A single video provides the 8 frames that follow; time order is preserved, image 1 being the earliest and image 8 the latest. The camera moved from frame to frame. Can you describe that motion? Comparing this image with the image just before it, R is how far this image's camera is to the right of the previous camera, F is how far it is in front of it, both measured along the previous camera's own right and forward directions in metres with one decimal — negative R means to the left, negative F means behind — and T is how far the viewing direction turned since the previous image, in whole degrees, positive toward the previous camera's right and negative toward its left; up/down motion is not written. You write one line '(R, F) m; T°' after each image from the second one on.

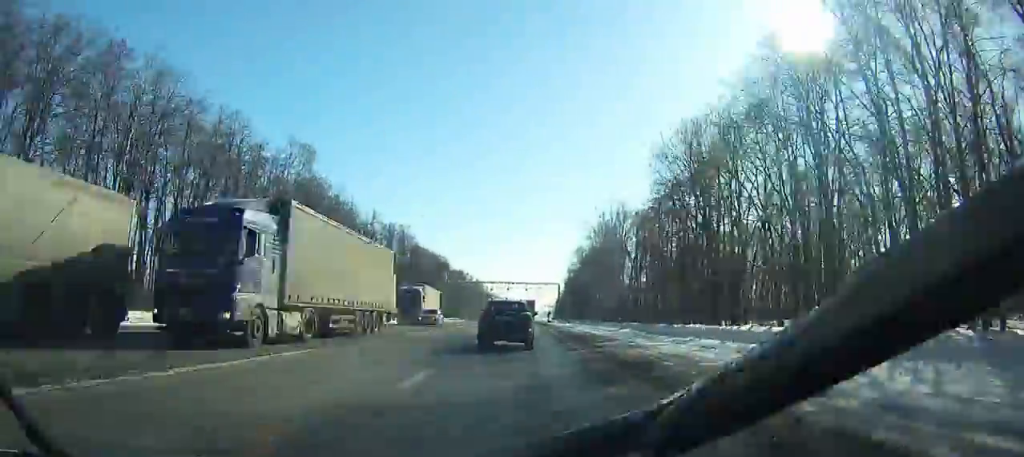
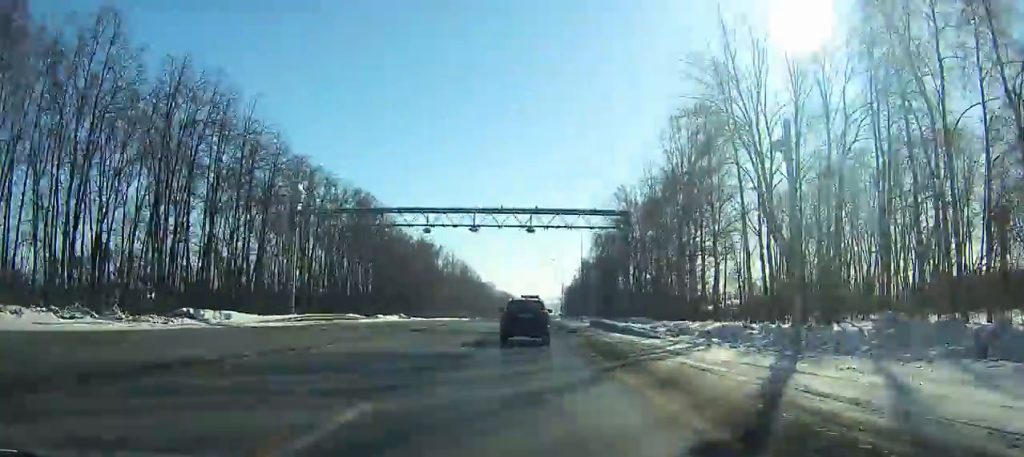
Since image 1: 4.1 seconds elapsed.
(+2.6, +86.4) m; +7°
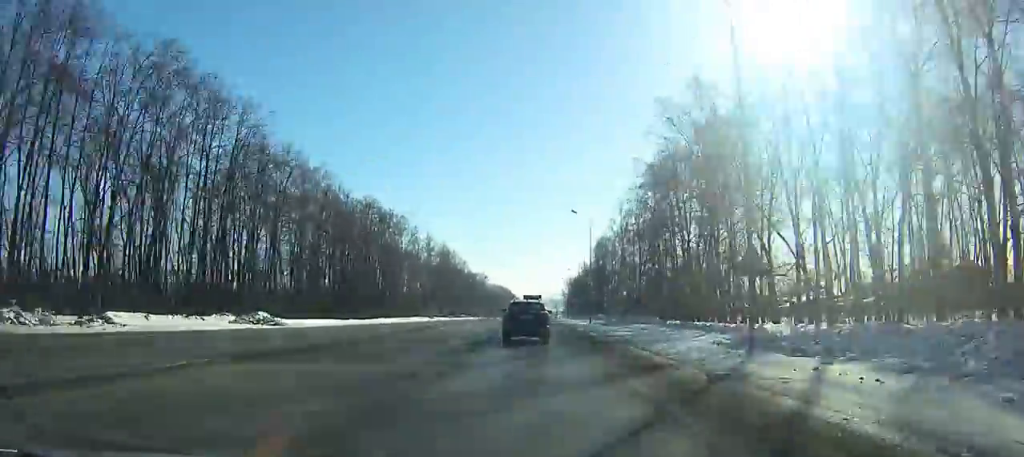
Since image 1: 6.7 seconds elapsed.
(+4.0, +54.2) m; -3°
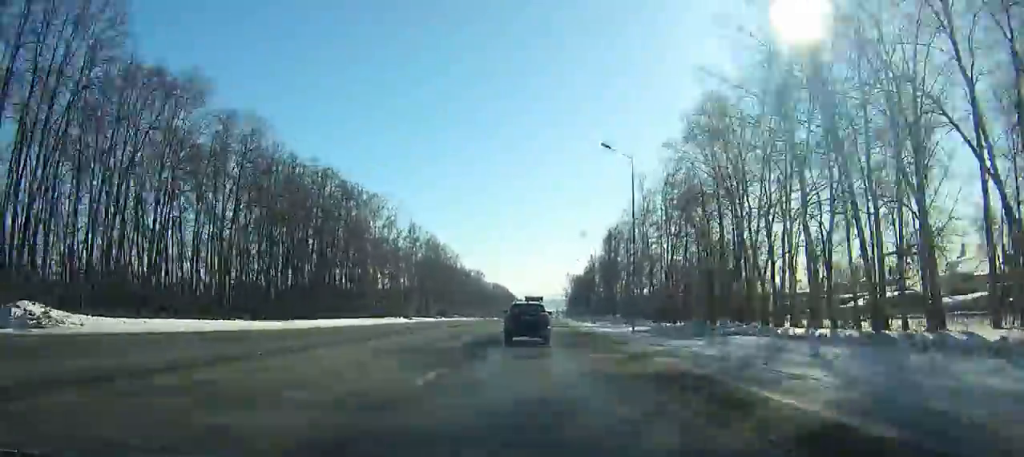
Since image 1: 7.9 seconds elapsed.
(-2.6, +25.6) m; -1°
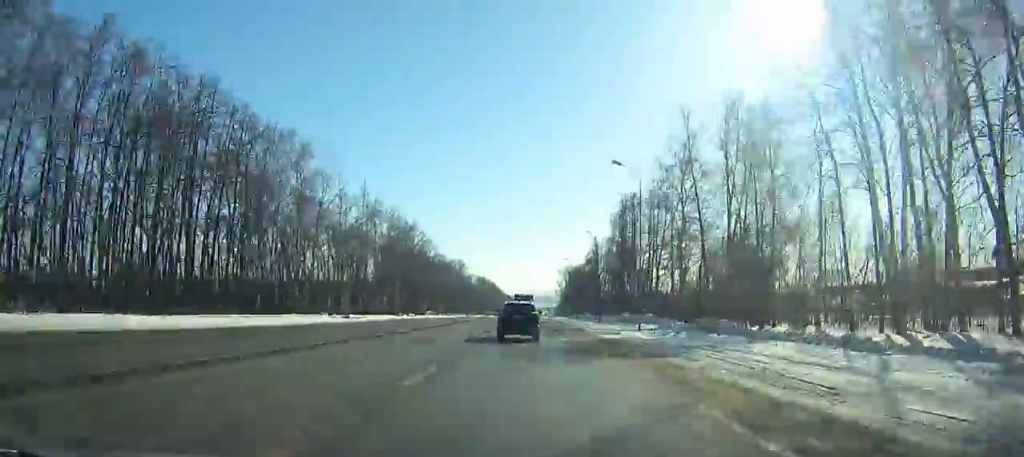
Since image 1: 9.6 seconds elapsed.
(-4.1, +36.5) m; -2°
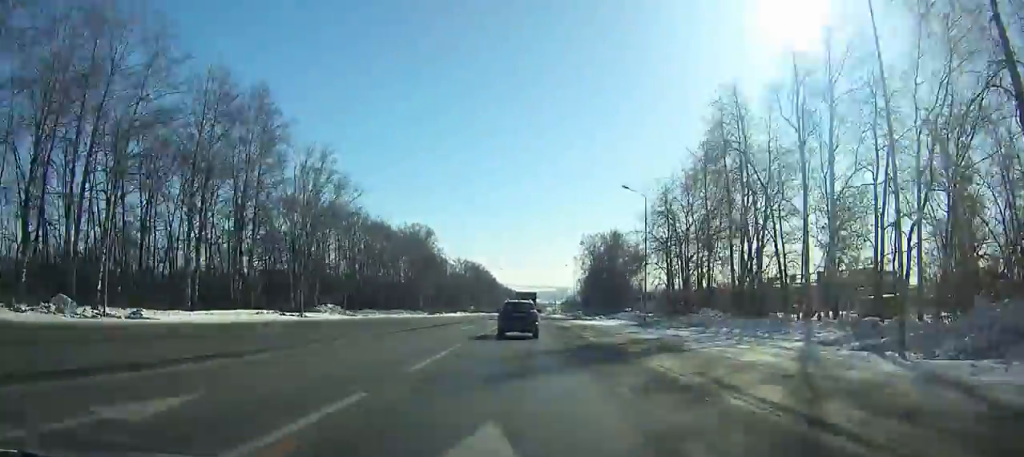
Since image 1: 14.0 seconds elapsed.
(+6.0, +96.4) m; +4°
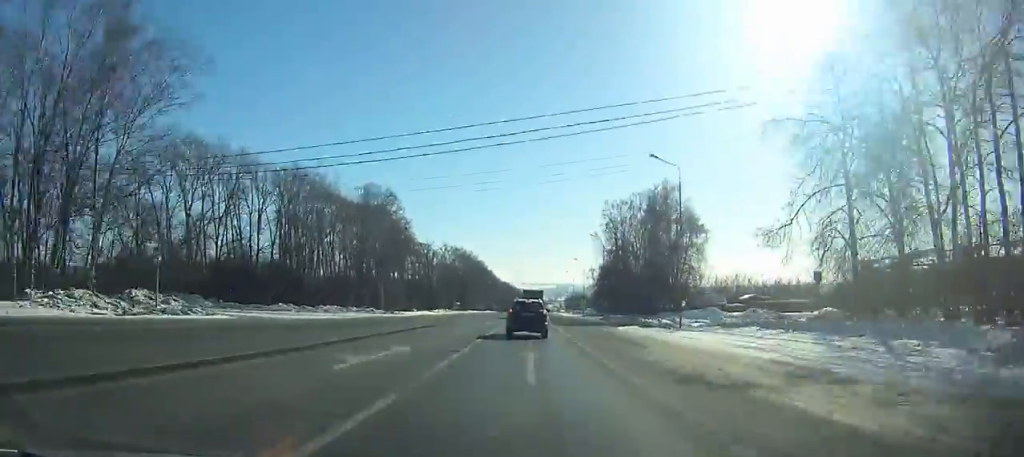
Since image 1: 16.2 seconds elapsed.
(-0.2, +48.6) m; 0°
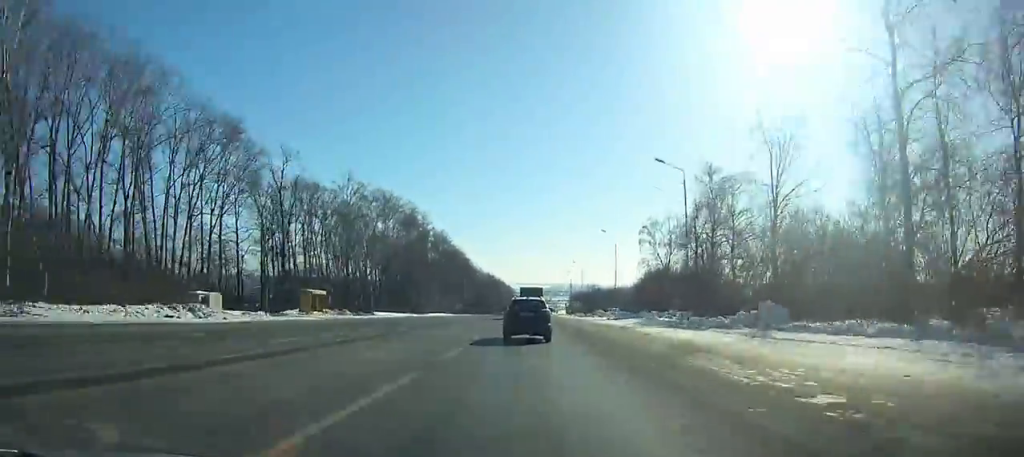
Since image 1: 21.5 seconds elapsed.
(+0.9, +117.1) m; +1°
